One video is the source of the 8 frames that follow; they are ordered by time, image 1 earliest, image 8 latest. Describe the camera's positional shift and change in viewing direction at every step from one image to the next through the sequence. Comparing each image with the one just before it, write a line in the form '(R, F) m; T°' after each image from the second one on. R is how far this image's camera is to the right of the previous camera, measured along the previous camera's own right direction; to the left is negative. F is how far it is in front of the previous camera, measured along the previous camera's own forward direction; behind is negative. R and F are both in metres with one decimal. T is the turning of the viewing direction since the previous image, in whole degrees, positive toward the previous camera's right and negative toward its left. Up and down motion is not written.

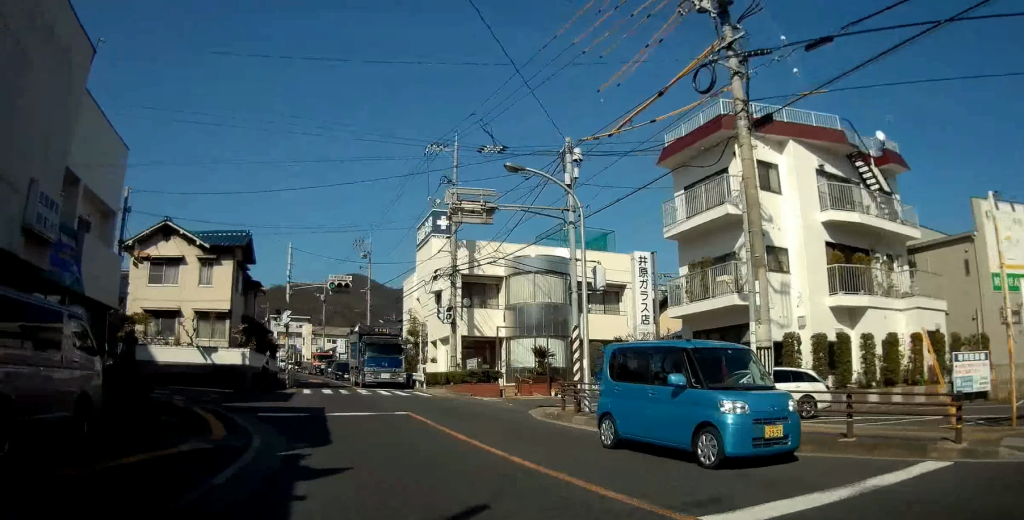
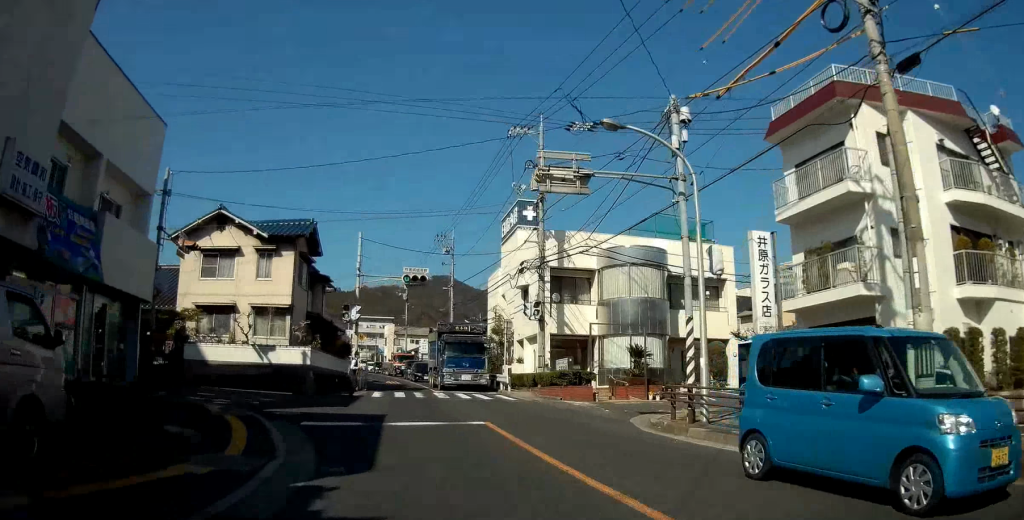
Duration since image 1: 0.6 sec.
(-0.4, +2.3) m; -10°
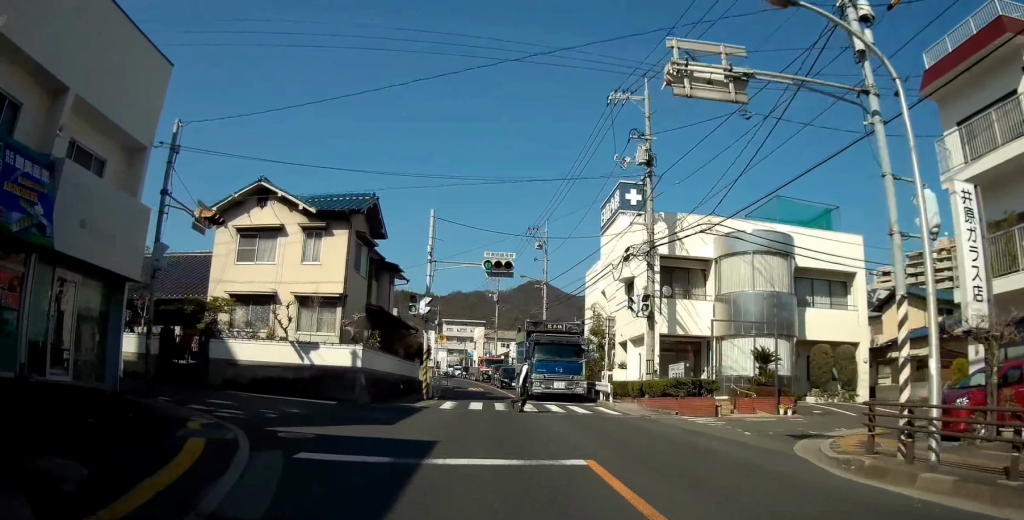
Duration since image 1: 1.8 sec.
(-0.6, +4.5) m; -17°
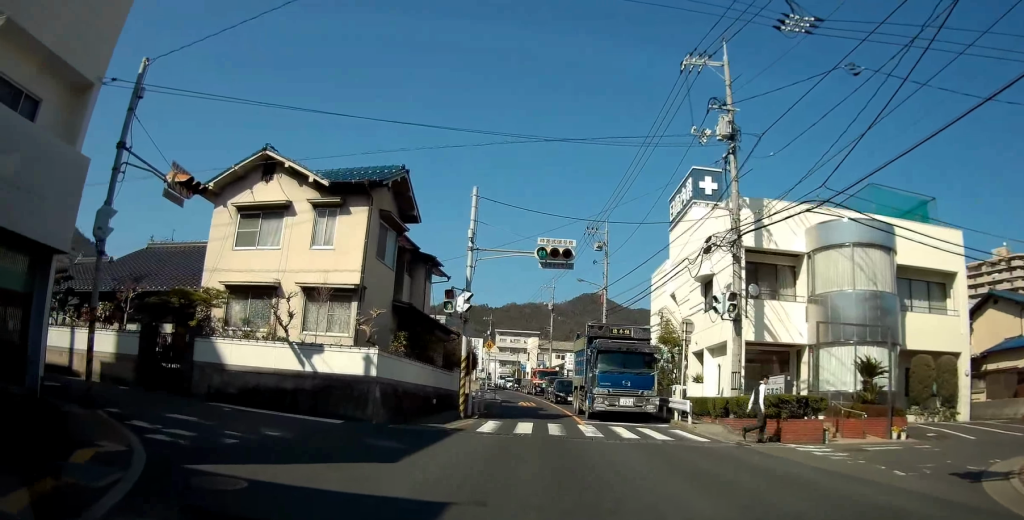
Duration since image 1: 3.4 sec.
(-0.9, +5.1) m; -4°
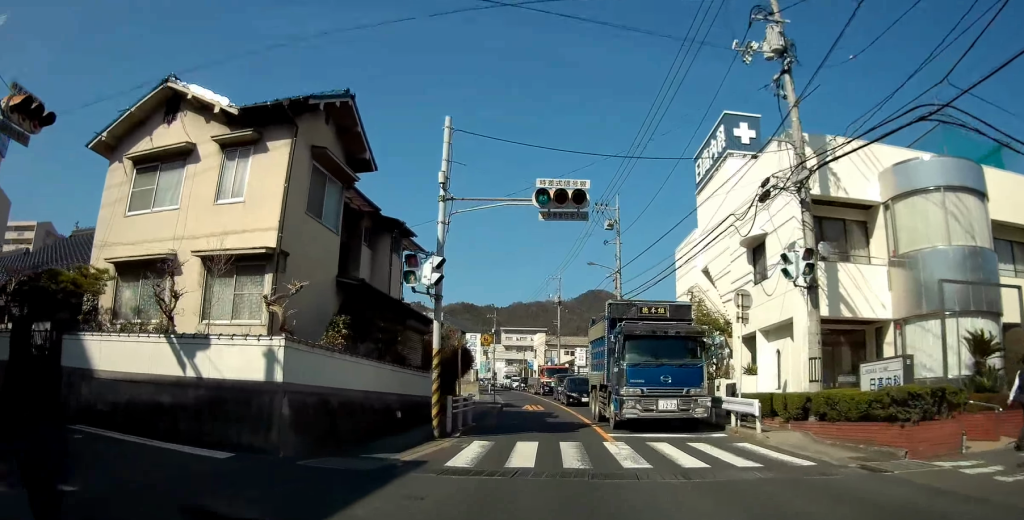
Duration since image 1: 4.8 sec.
(+0.9, +5.2) m; +12°
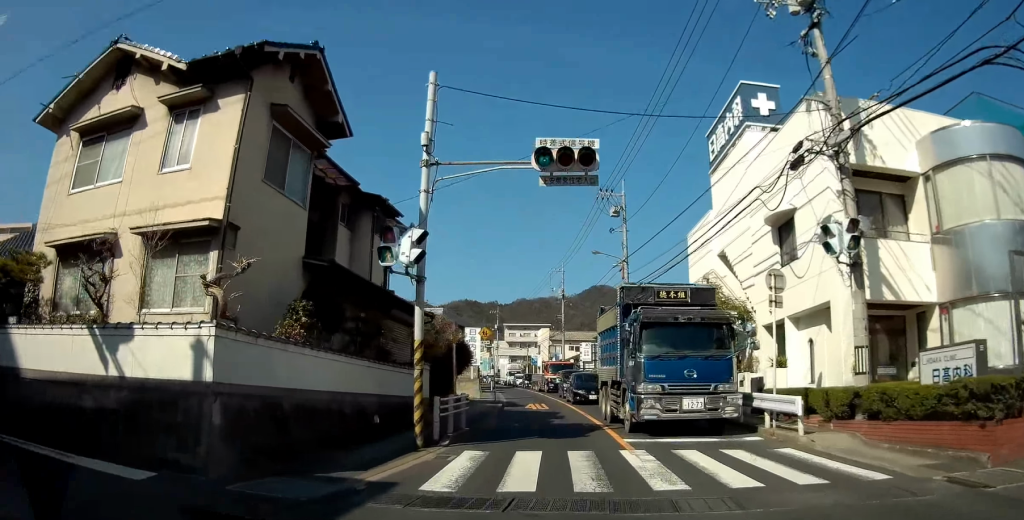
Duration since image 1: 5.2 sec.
(-0.1, +1.9) m; -2°
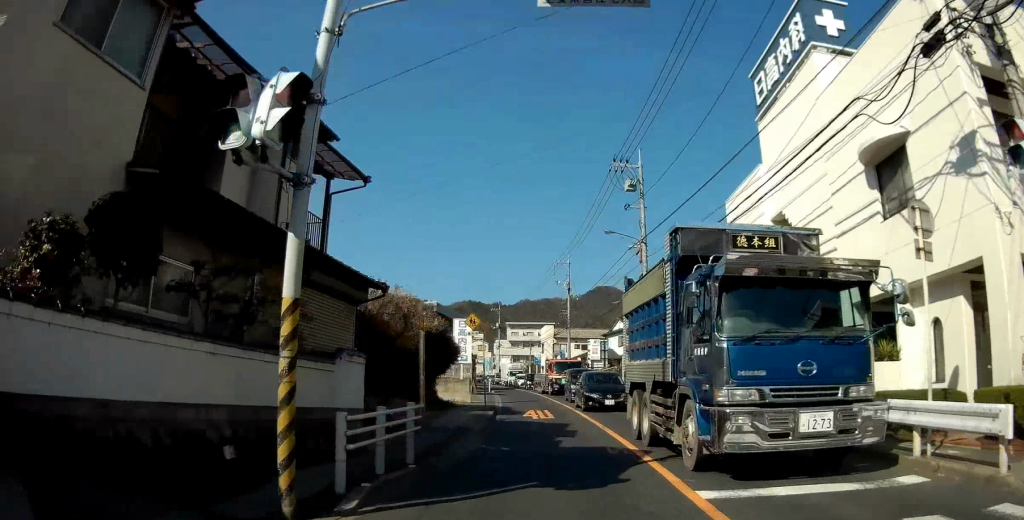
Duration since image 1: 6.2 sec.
(-0.2, +5.0) m; -4°
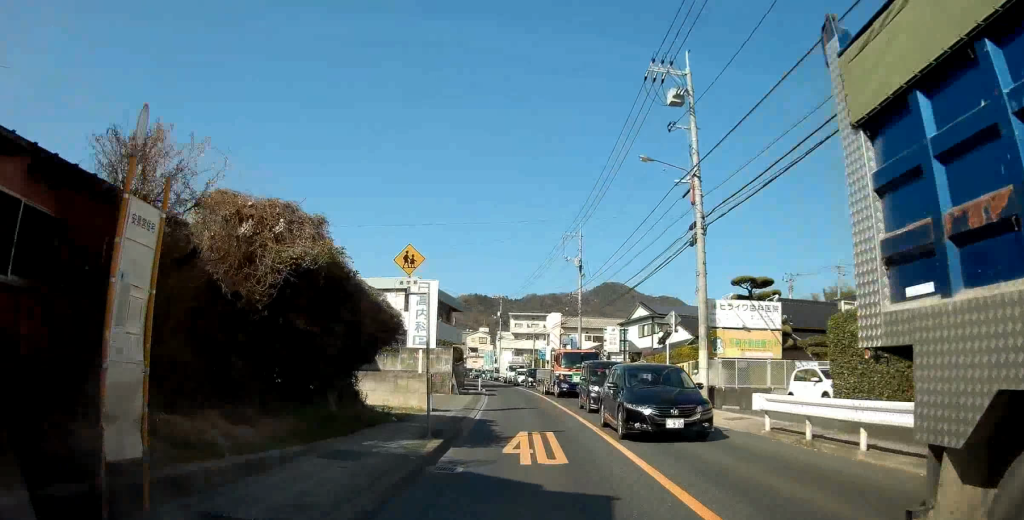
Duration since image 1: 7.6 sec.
(-0.3, +9.7) m; +1°
